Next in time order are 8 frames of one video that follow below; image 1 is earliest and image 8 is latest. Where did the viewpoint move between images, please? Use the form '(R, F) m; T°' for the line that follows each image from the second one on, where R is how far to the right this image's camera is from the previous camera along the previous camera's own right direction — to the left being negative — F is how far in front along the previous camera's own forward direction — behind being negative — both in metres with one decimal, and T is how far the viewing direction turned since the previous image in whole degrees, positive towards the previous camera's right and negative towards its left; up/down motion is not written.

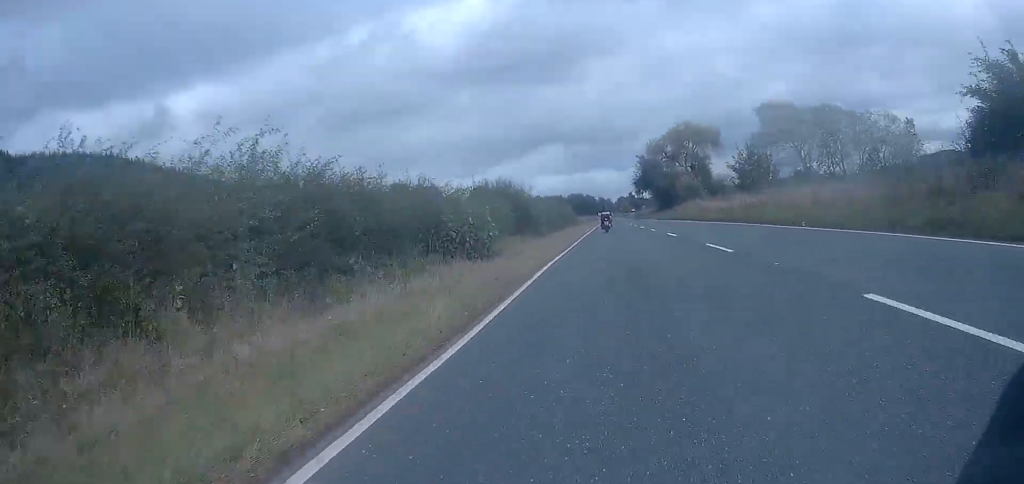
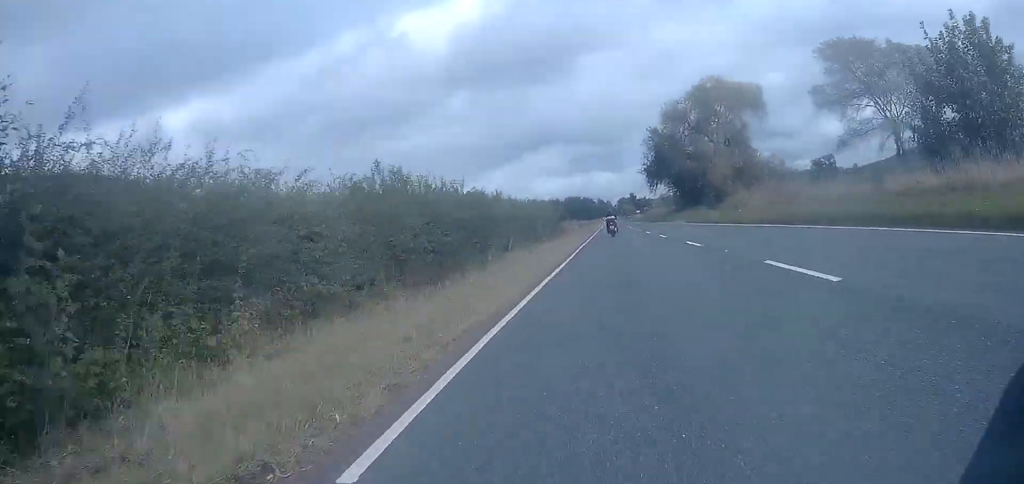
(0.0, +33.3) m; 0°
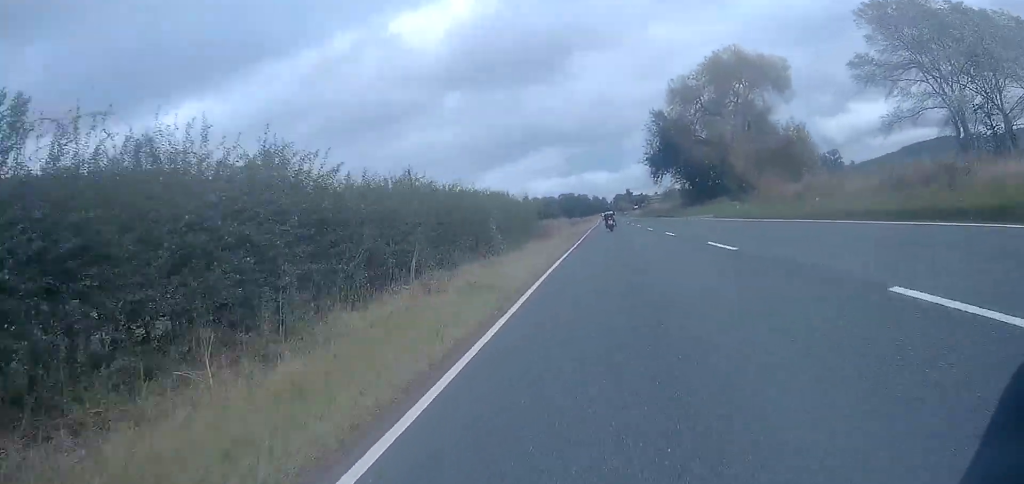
(0.0, +14.0) m; 0°
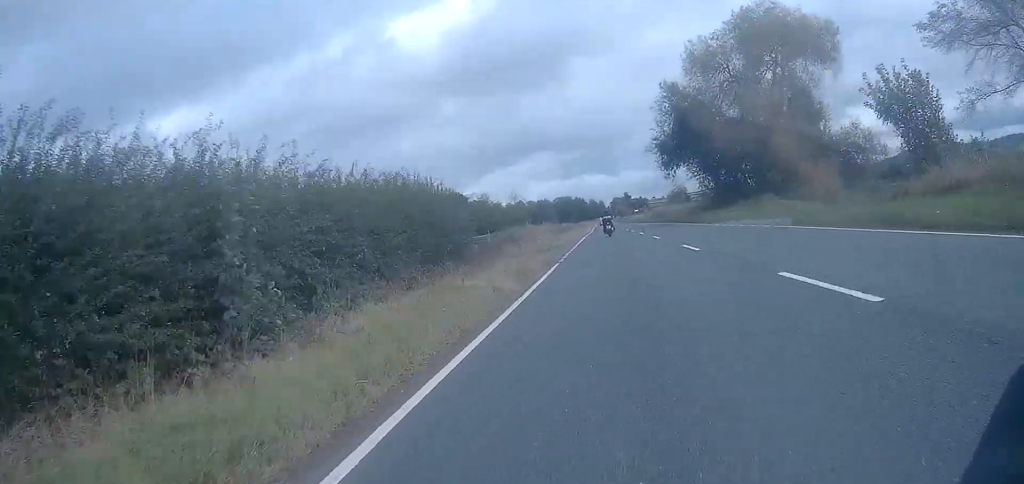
(0.0, +15.9) m; 0°
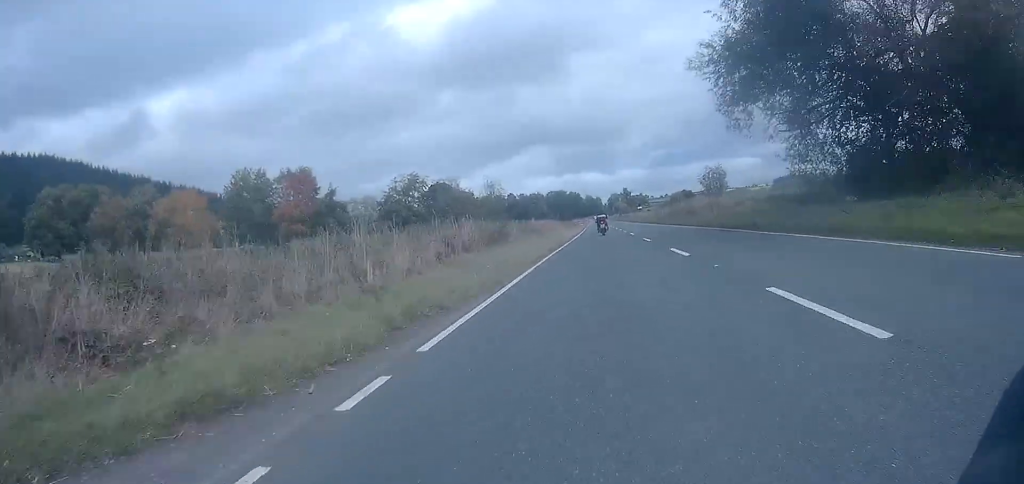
(+0.1, +29.3) m; +1°
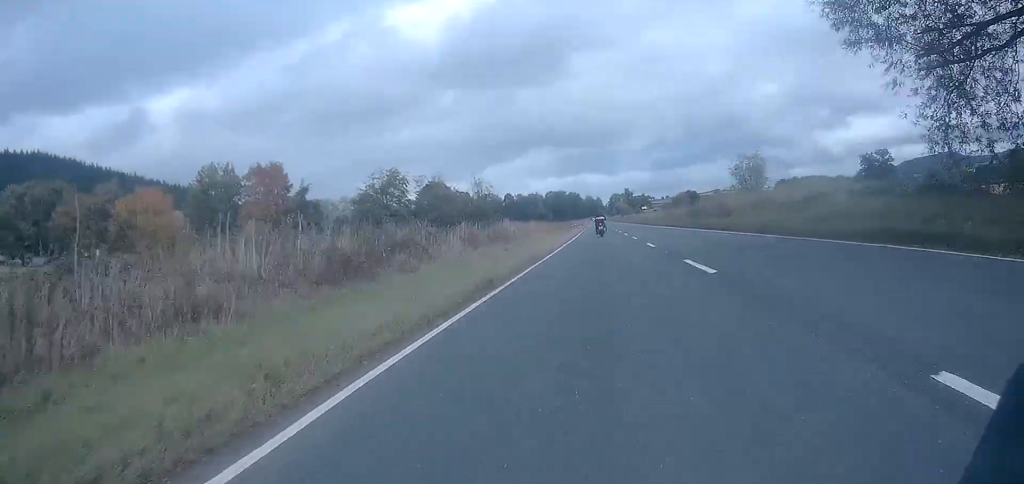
(0.0, +13.4) m; 0°
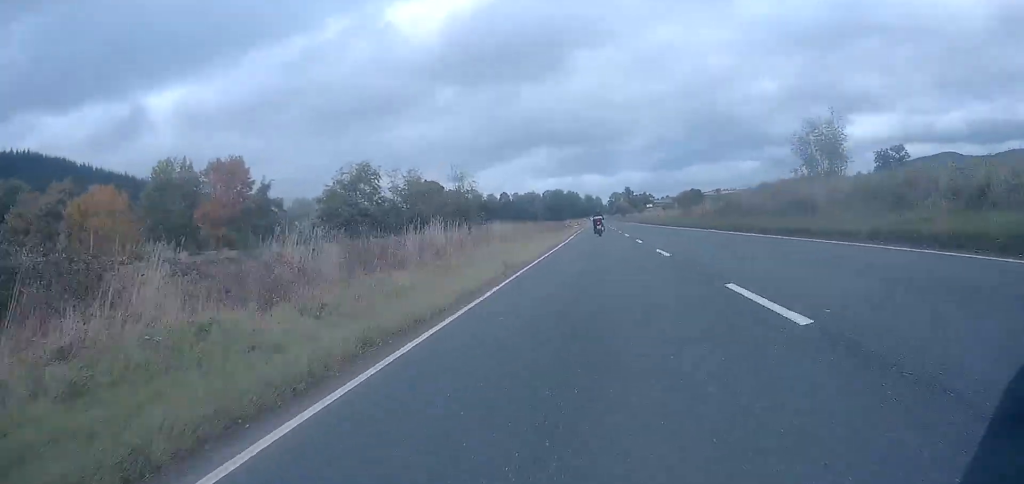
(0.0, +14.3) m; 0°
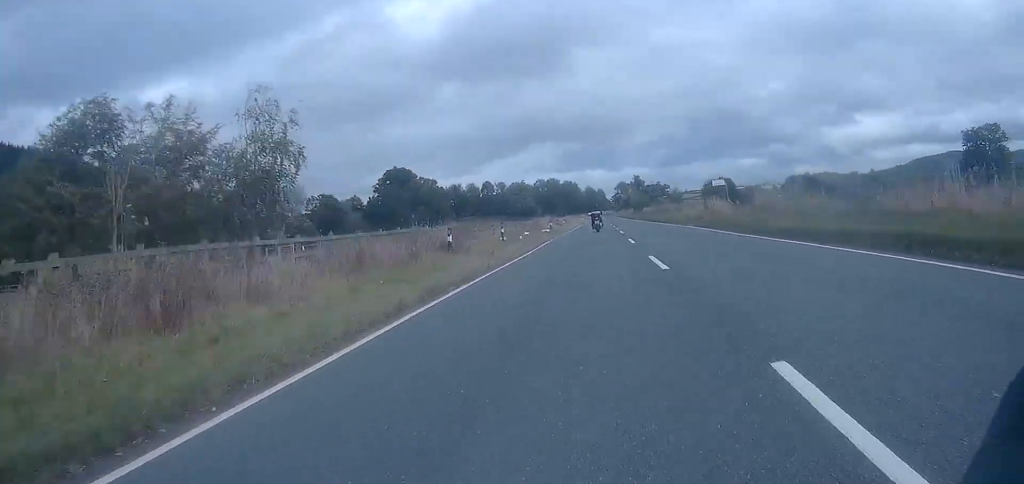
(-0.4, +60.2) m; -1°
